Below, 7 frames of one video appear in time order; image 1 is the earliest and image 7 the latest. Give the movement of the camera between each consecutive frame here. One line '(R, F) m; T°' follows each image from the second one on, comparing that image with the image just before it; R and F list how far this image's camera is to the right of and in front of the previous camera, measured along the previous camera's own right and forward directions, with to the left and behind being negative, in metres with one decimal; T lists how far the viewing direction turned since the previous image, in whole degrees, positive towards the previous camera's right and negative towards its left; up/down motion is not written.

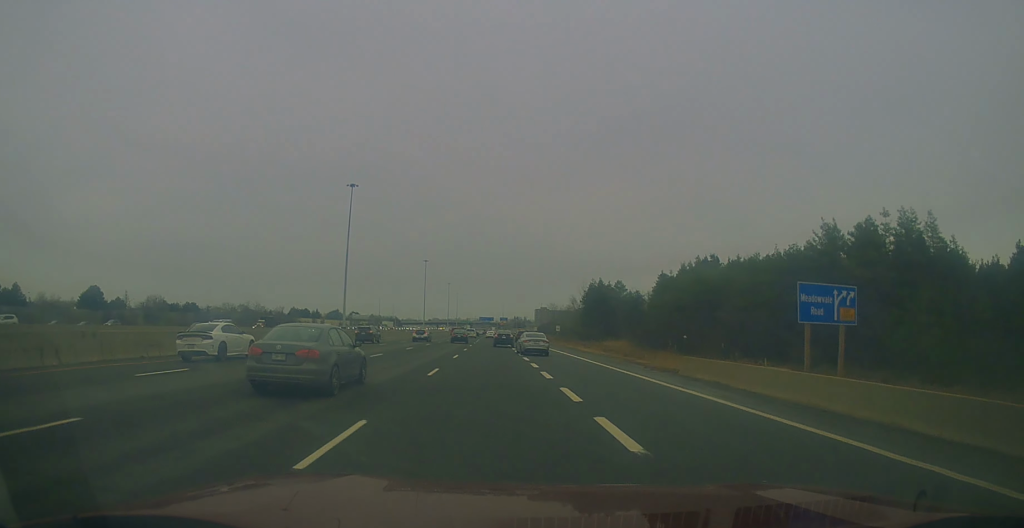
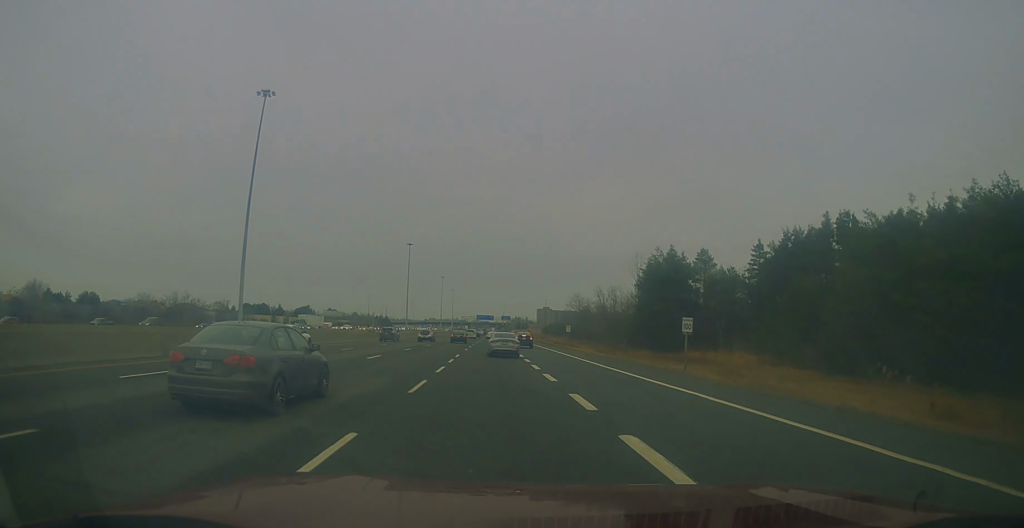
(+0.9, +60.1) m; +1°
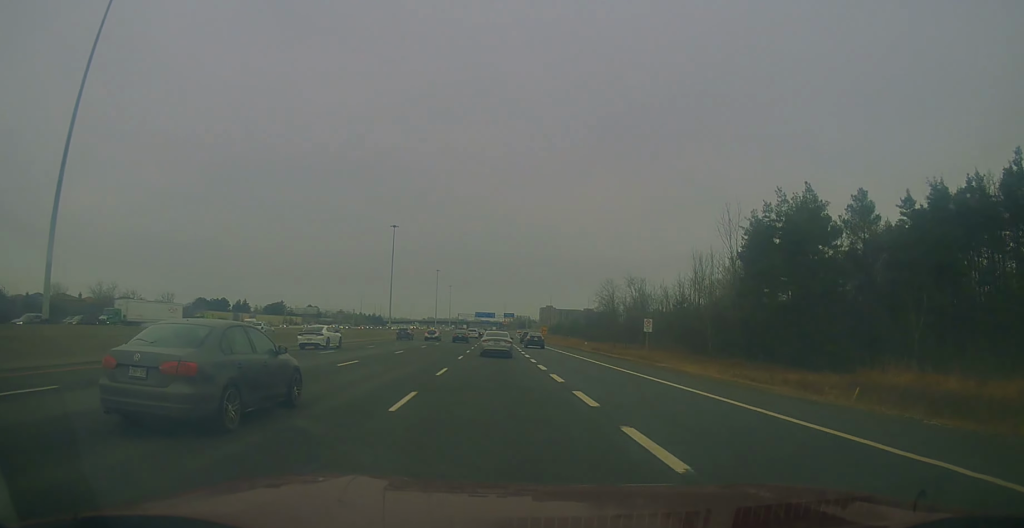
(-0.6, +45.8) m; -1°
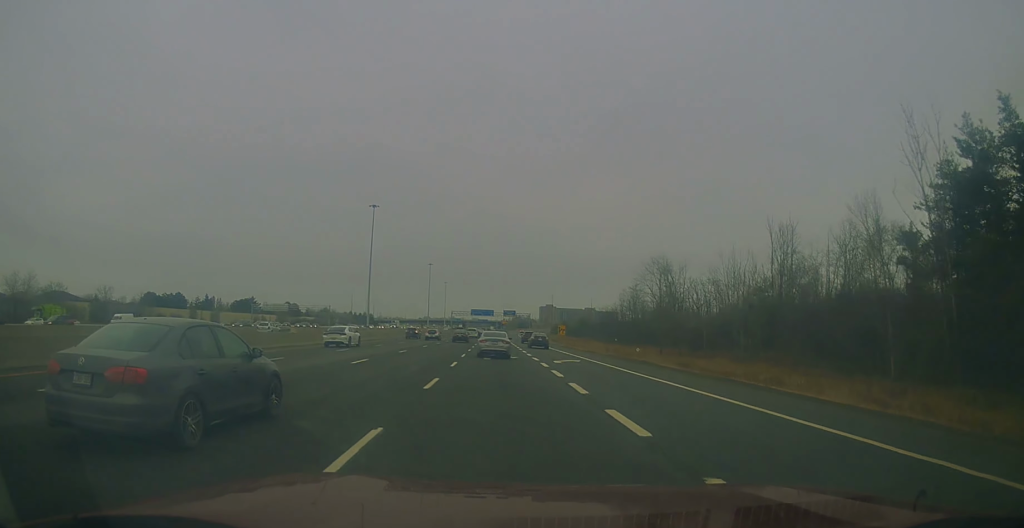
(-0.1, +32.6) m; 0°
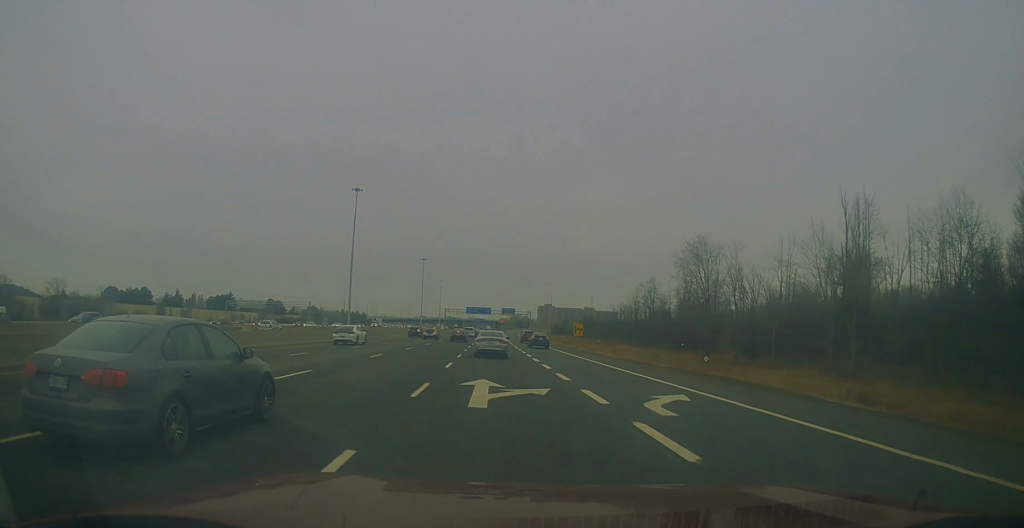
(0.0, +18.8) m; 0°
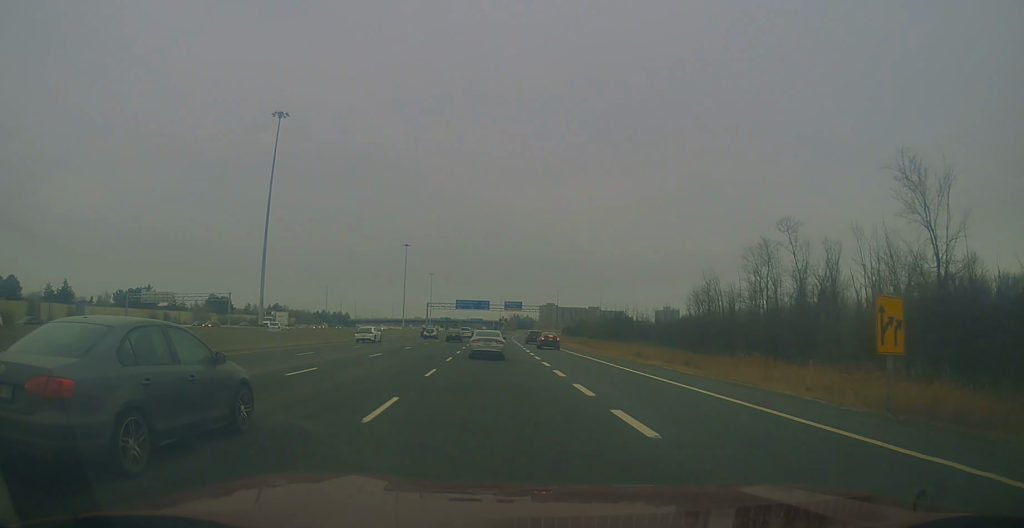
(+0.7, +56.5) m; +1°
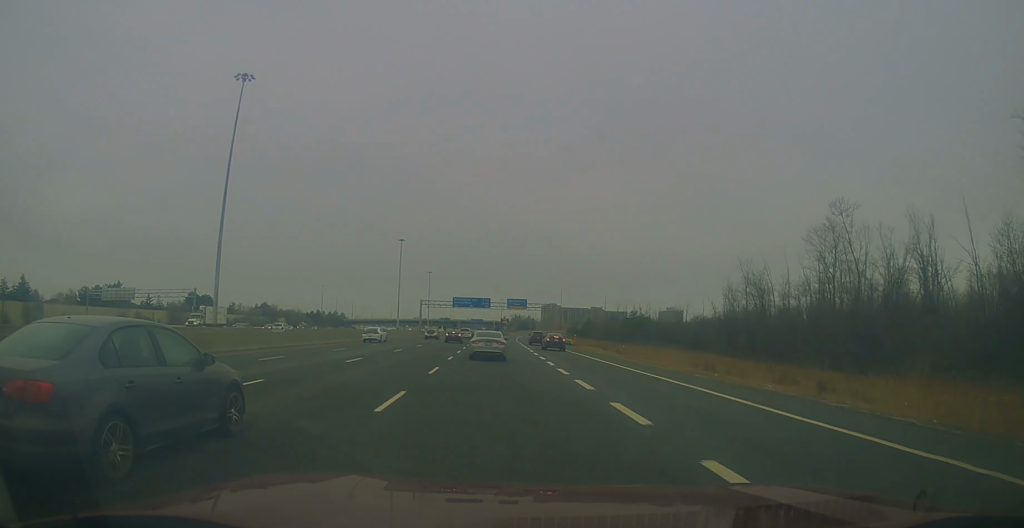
(+0.1, +17.1) m; 0°
